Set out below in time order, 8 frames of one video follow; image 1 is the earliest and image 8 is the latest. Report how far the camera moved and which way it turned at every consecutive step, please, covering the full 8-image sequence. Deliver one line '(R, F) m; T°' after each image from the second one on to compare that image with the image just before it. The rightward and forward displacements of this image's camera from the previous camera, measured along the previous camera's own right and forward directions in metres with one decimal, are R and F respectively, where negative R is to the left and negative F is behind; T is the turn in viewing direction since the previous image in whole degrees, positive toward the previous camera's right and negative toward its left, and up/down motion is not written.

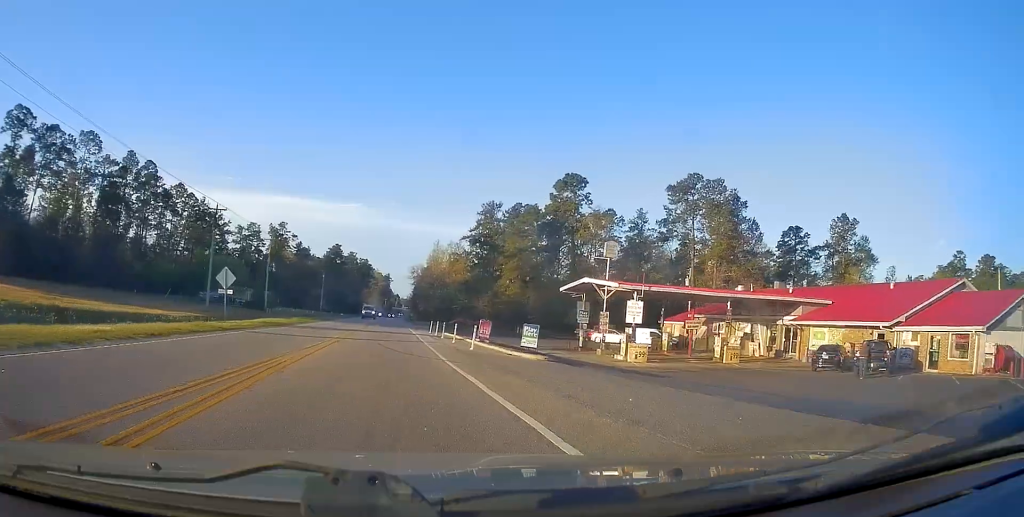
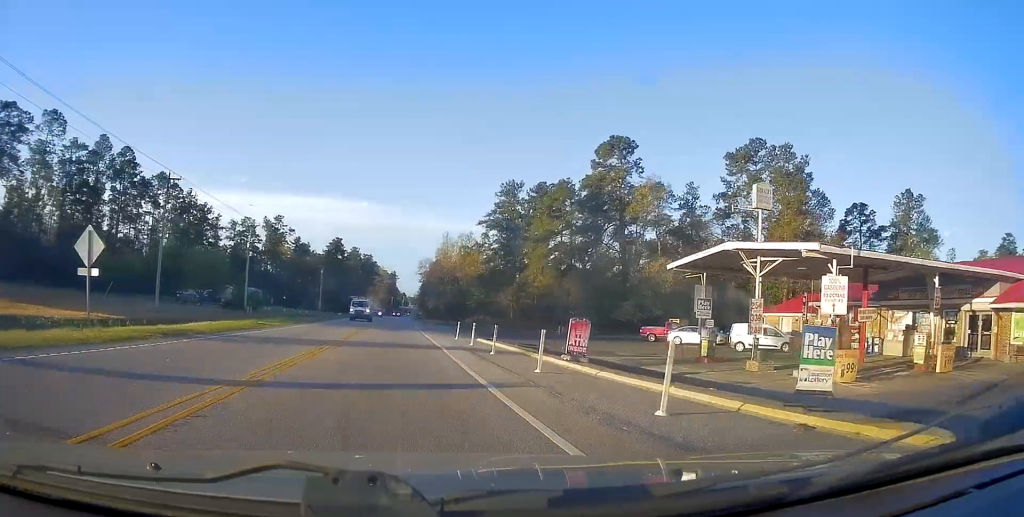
(-0.5, +16.3) m; -2°
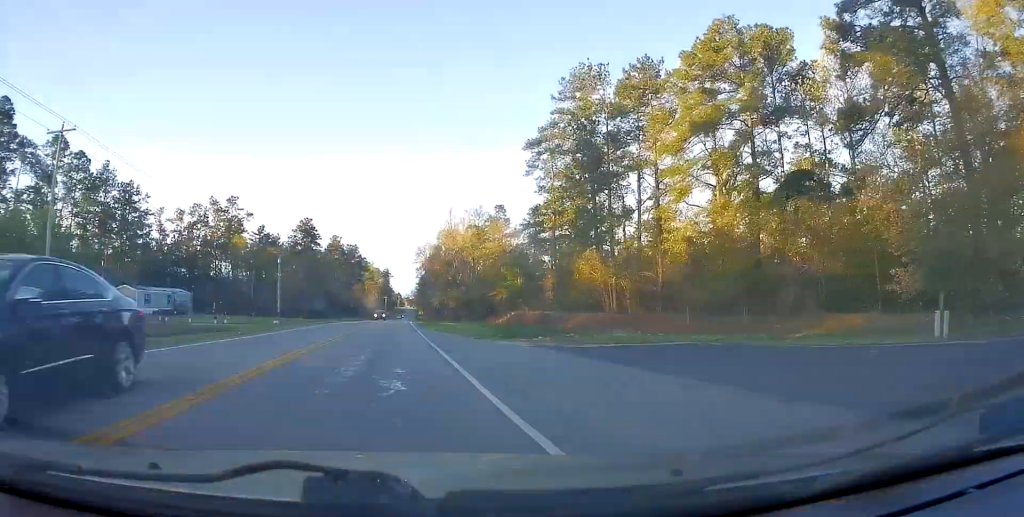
(-1.8, +45.8) m; -4°
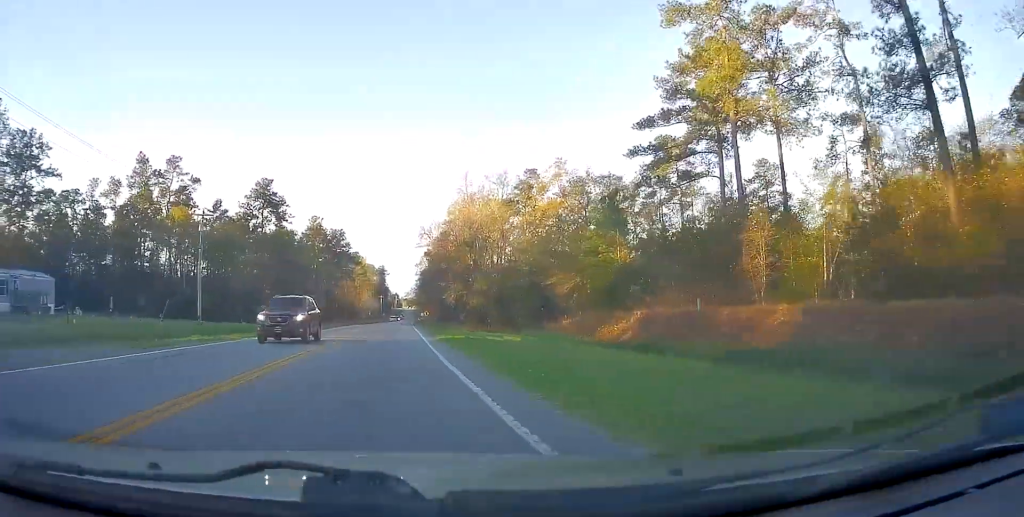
(-0.7, +40.3) m; -1°
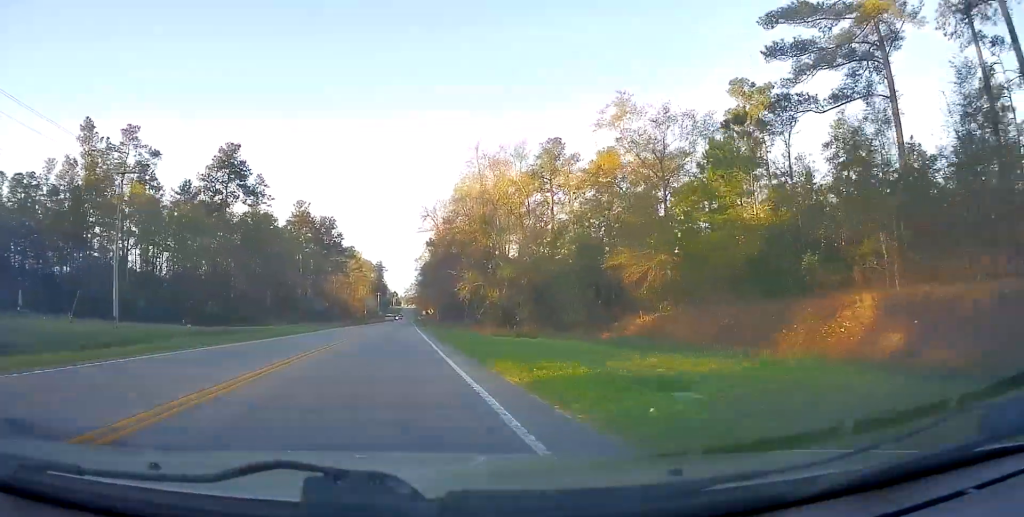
(0.0, +19.3) m; 0°
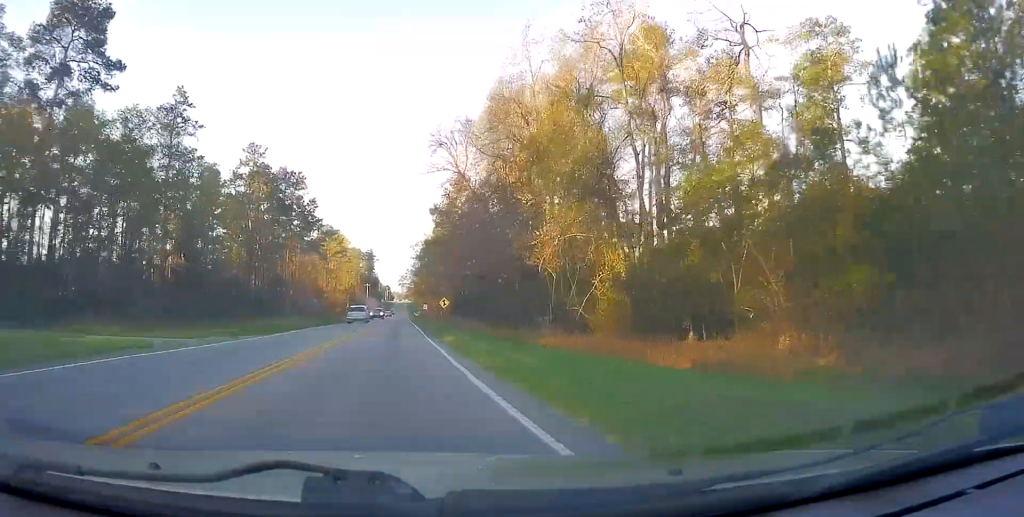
(+0.4, +39.6) m; +1°
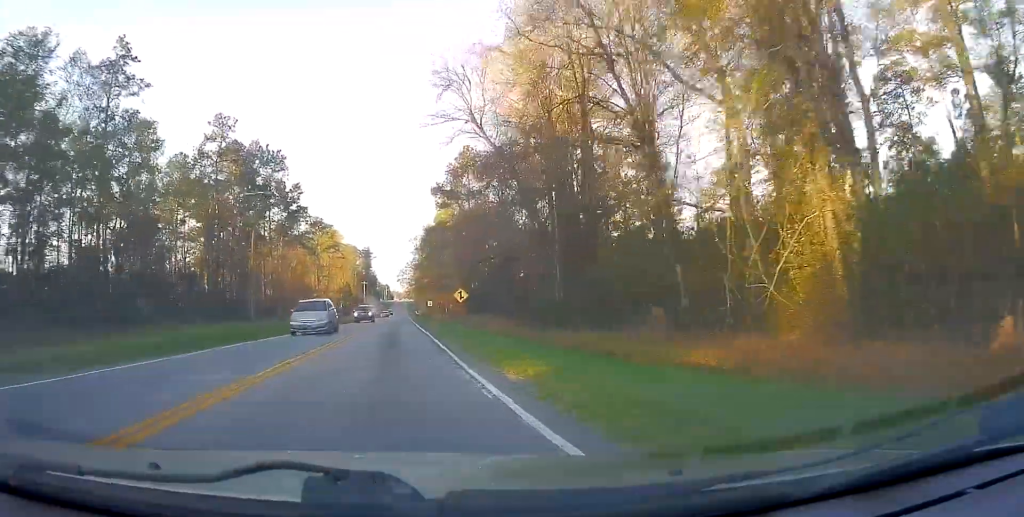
(0.0, +15.4) m; 0°
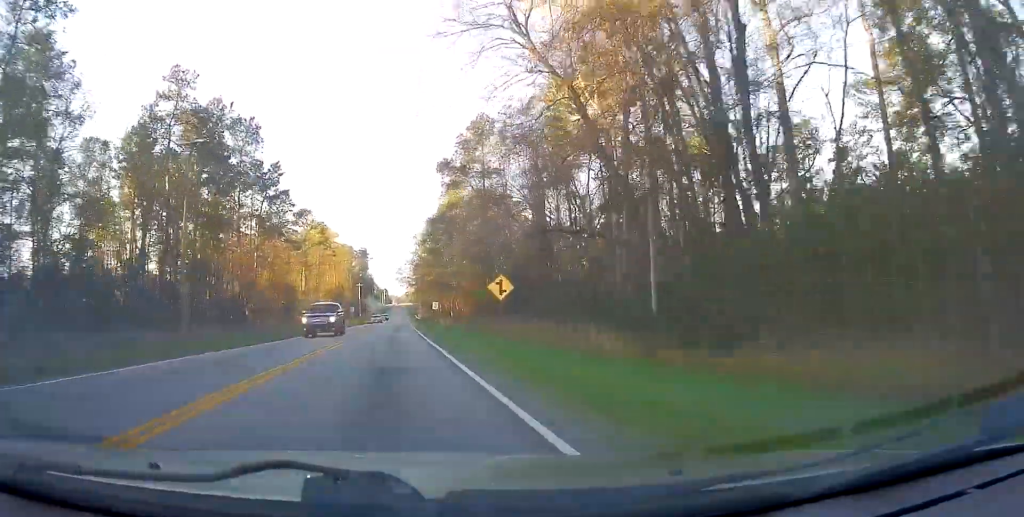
(0.0, +16.4) m; 0°
